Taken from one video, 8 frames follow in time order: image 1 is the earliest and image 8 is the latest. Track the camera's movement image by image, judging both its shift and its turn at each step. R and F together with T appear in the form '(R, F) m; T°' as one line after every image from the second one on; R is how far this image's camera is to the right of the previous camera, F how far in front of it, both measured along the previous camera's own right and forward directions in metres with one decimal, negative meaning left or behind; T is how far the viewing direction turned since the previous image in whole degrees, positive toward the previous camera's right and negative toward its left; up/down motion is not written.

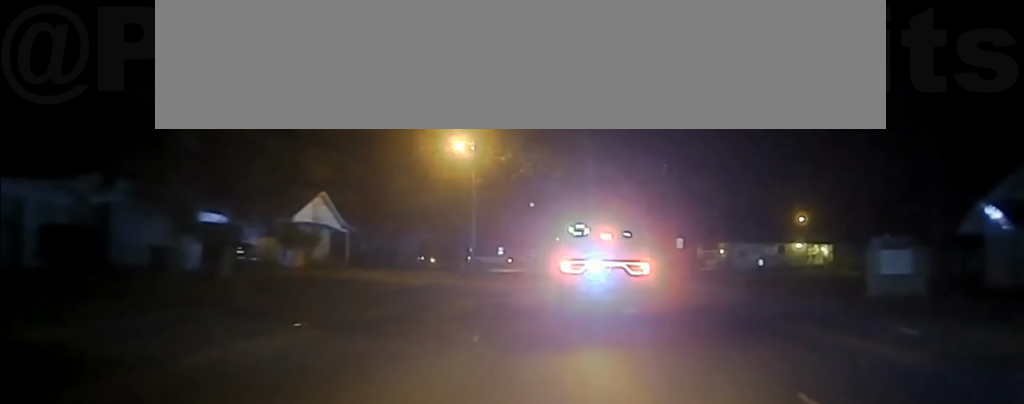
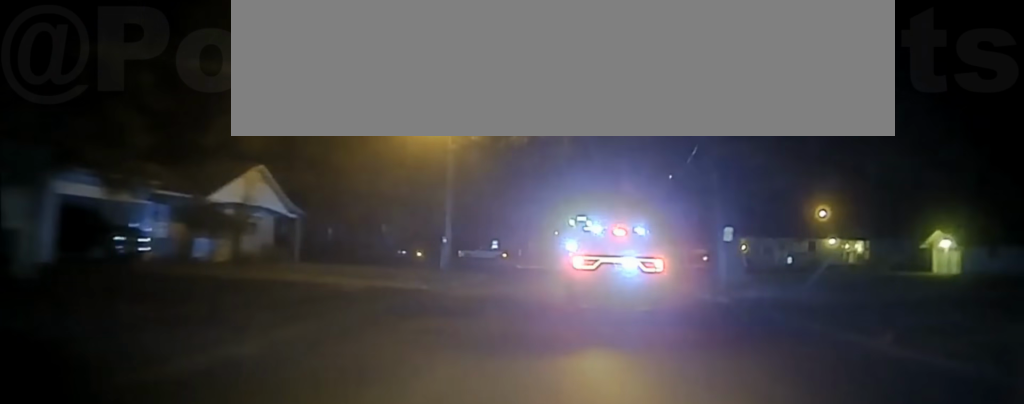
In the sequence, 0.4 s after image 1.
(+0.1, +12.8) m; 0°
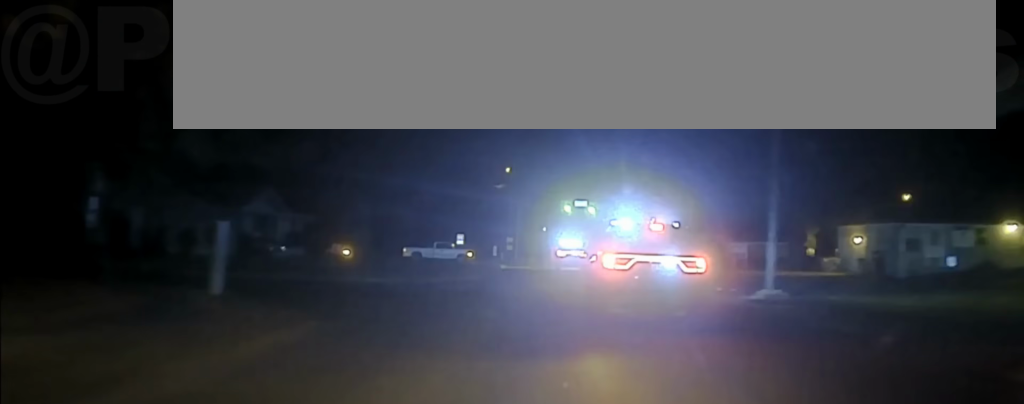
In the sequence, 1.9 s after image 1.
(+0.3, +35.0) m; +1°
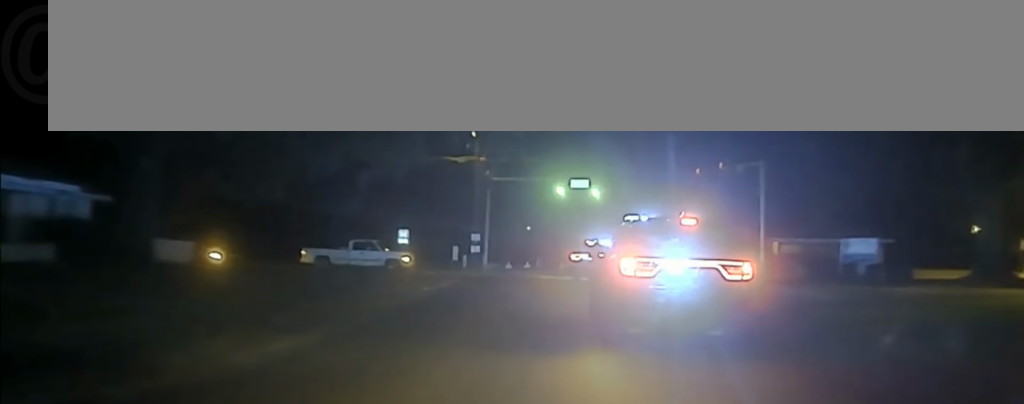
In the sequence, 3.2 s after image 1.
(+0.3, +28.4) m; +1°
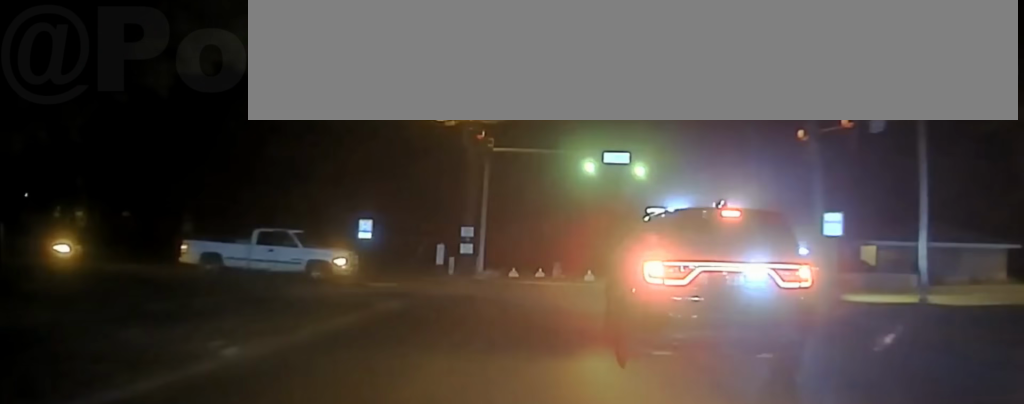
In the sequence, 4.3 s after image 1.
(0.0, +21.4) m; 0°
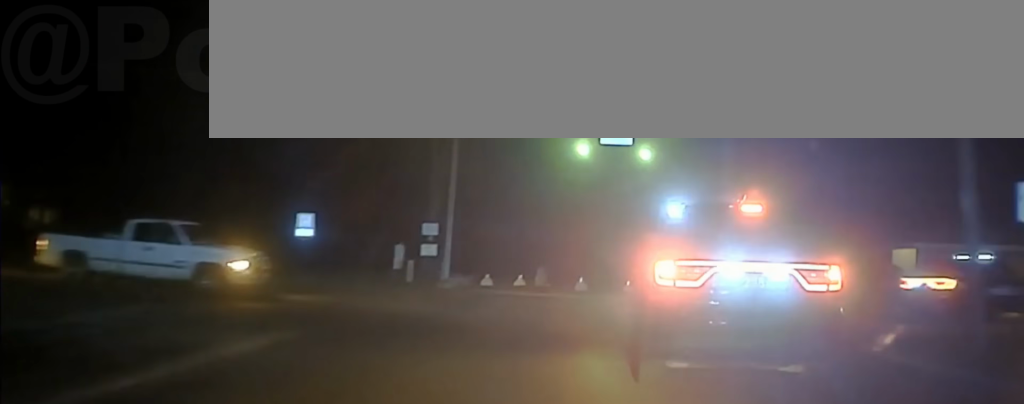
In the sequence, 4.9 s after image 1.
(0.0, +10.4) m; +1°
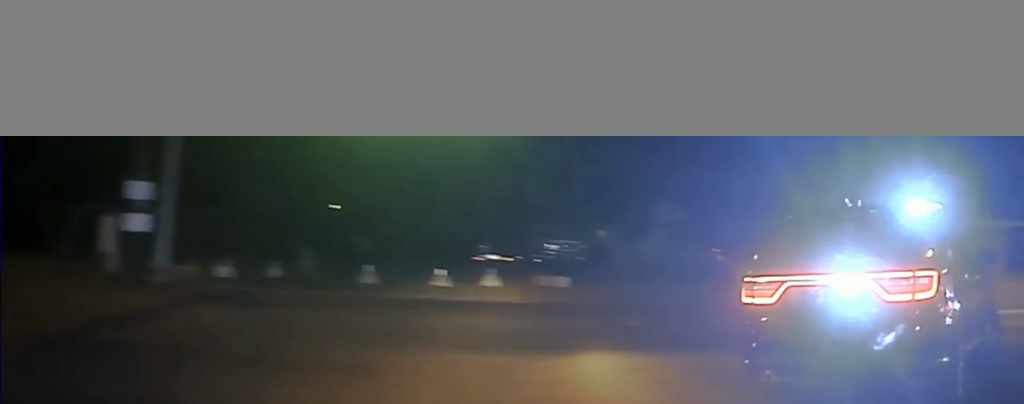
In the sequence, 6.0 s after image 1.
(+0.6, +16.3) m; +13°
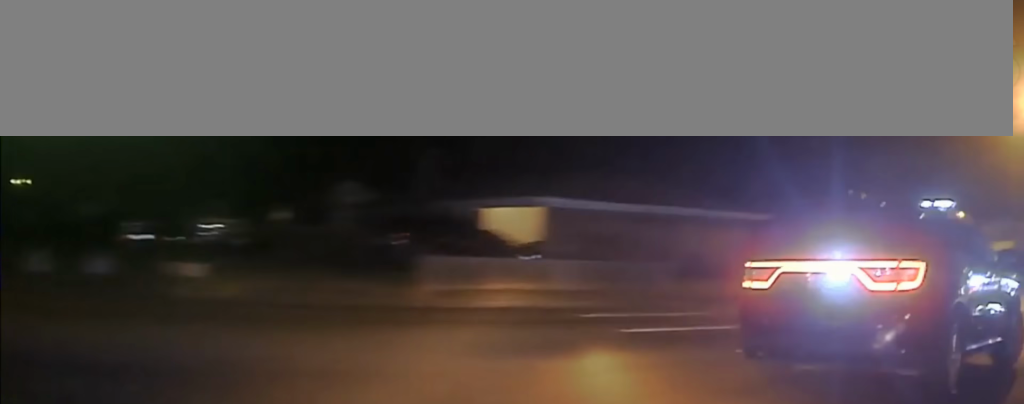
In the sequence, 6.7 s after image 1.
(-0.2, +7.2) m; +16°
